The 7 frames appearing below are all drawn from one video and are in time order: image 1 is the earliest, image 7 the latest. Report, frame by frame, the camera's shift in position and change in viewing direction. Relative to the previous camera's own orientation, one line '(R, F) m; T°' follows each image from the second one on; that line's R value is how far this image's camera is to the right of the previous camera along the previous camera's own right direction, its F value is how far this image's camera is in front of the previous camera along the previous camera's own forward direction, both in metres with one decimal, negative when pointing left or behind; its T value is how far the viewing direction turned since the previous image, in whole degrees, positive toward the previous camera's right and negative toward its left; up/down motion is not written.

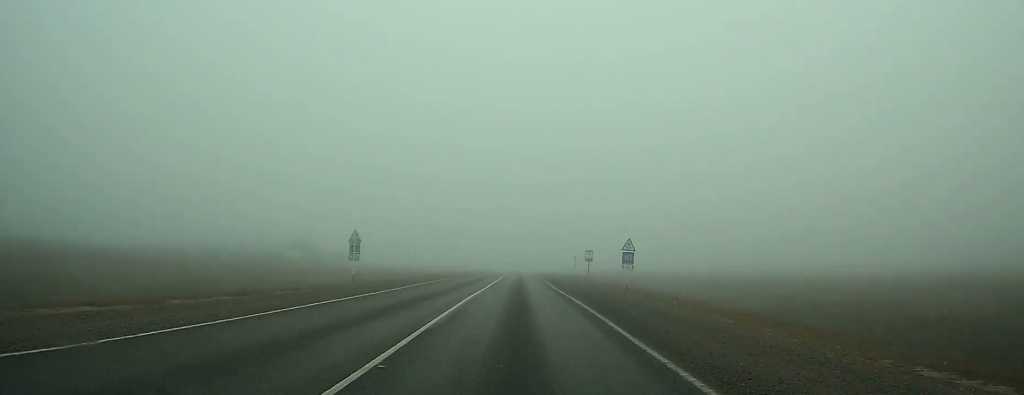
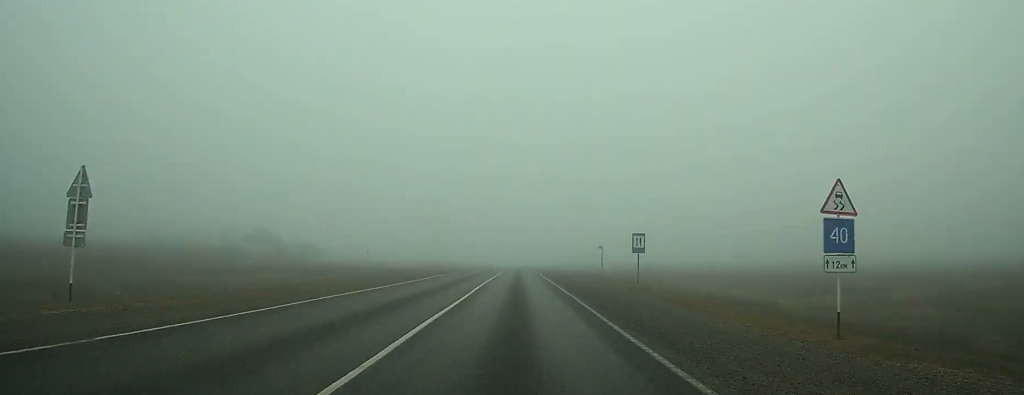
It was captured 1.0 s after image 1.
(-0.1, +25.9) m; 0°
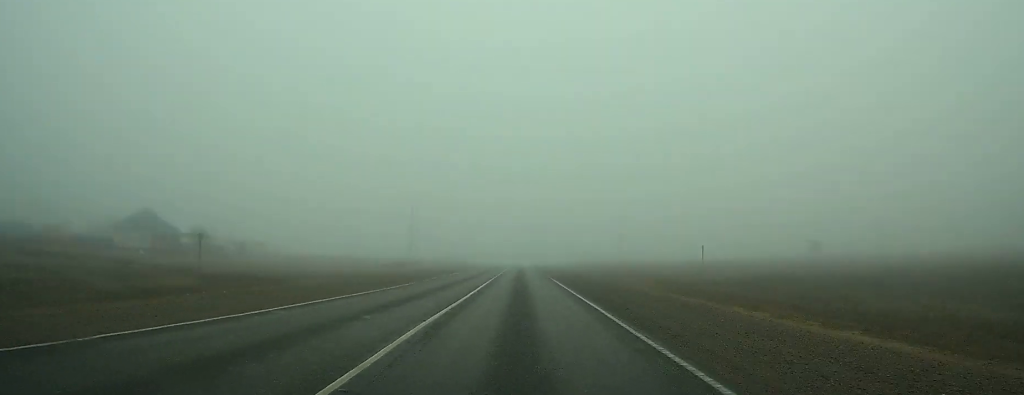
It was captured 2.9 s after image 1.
(-0.2, +50.2) m; 0°
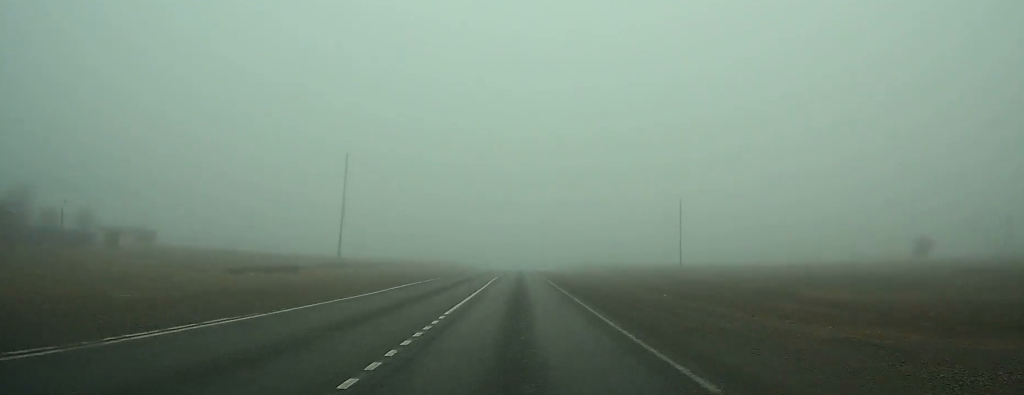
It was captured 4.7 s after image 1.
(0.0, +42.9) m; 0°
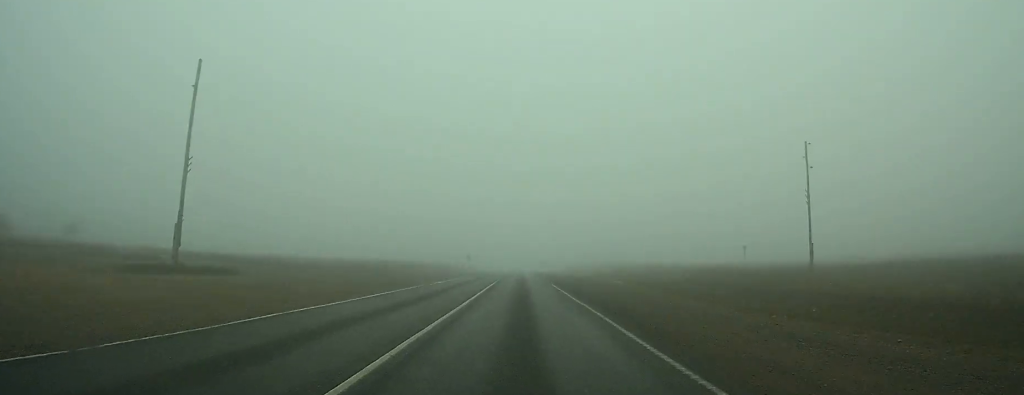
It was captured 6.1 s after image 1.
(0.0, +34.3) m; 0°
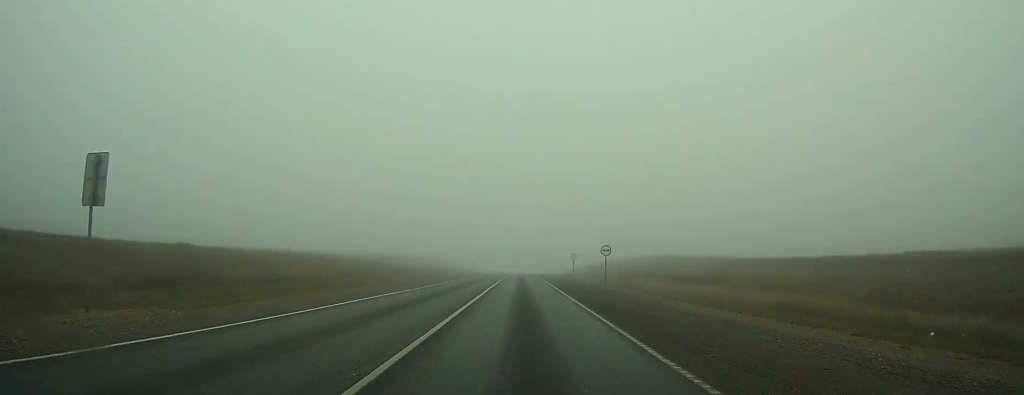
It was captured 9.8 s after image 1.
(+0.3, +92.7) m; 0°
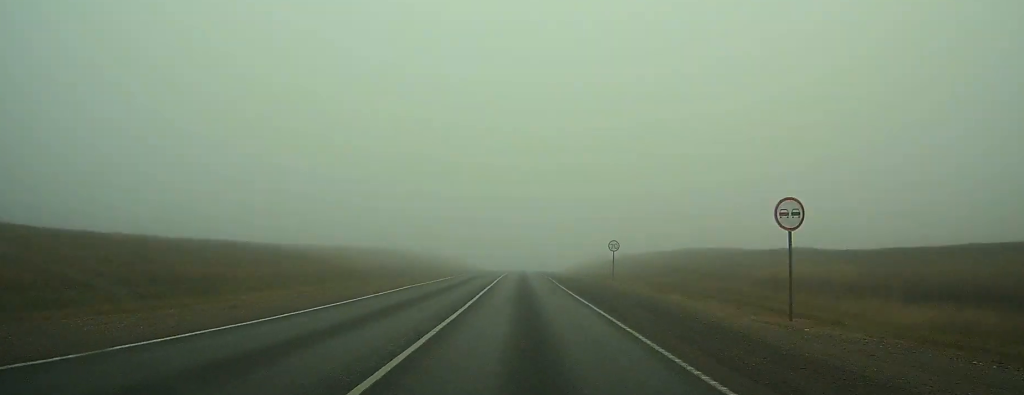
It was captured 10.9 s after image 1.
(0.0, +26.0) m; 0°
